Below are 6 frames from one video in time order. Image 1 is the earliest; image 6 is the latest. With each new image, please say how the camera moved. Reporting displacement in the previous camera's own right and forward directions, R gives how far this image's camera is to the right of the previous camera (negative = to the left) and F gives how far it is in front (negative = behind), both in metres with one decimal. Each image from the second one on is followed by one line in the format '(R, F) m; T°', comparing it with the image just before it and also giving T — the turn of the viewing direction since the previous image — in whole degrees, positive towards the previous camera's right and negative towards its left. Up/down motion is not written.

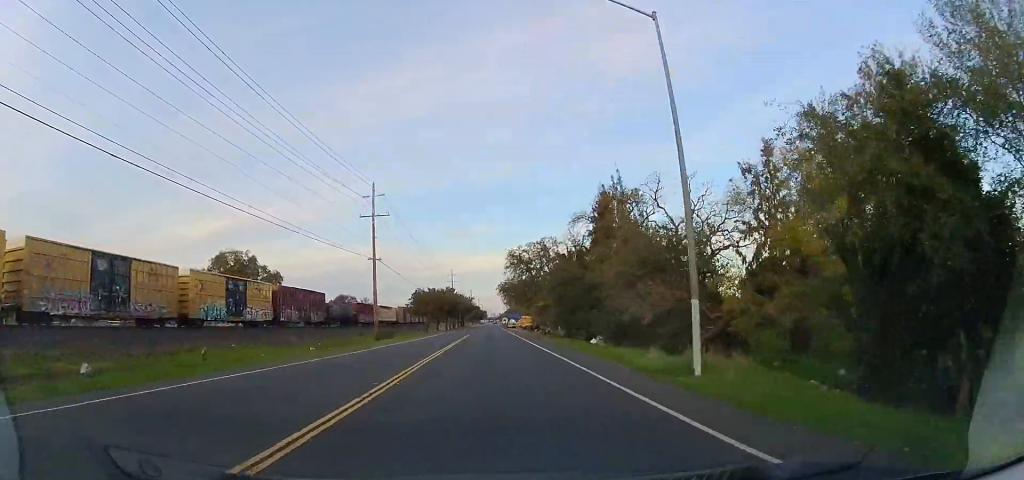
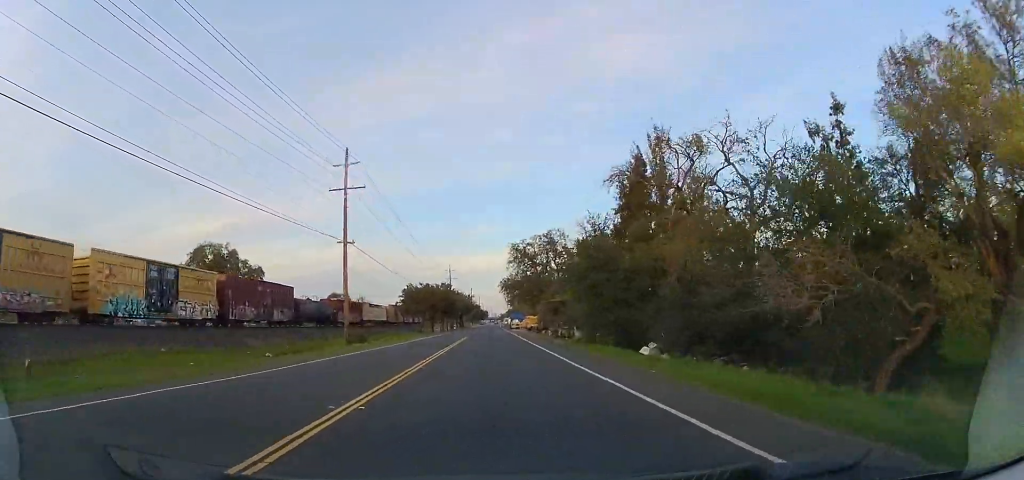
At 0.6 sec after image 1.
(-0.2, +10.4) m; -1°
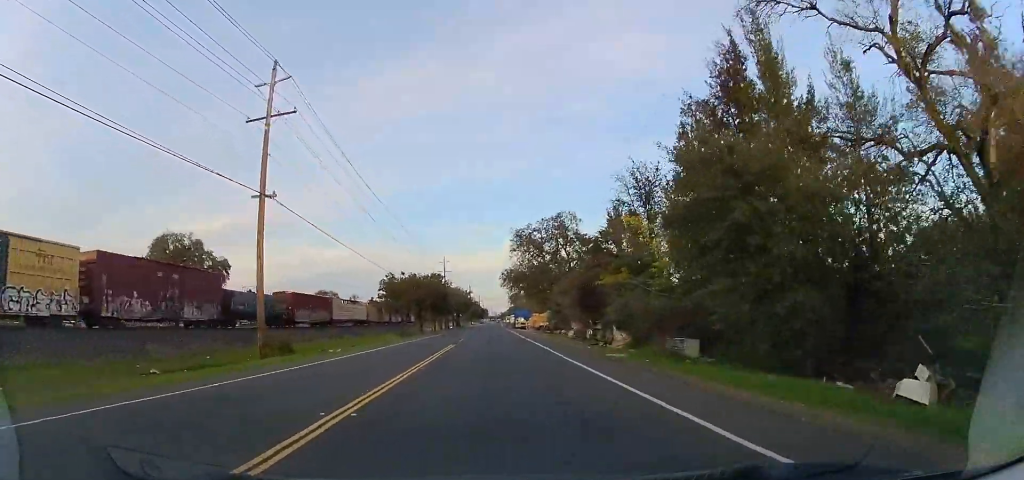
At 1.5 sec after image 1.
(0.0, +15.0) m; +1°
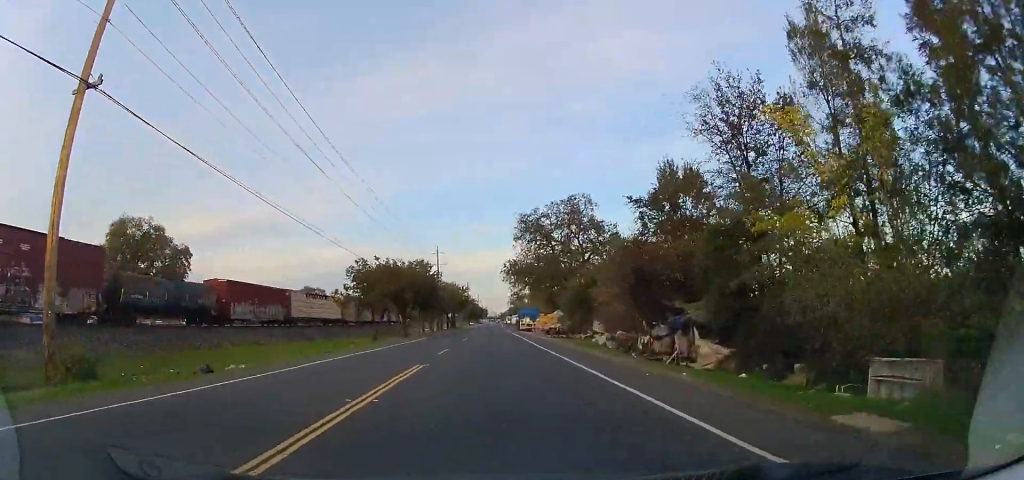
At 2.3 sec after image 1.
(+0.2, +13.5) m; 0°
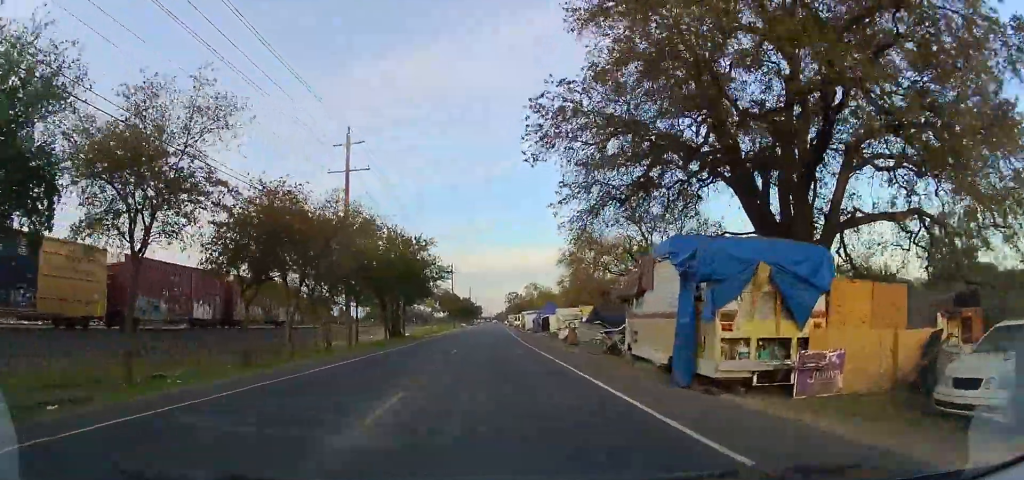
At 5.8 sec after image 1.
(-0.1, +59.2) m; +1°
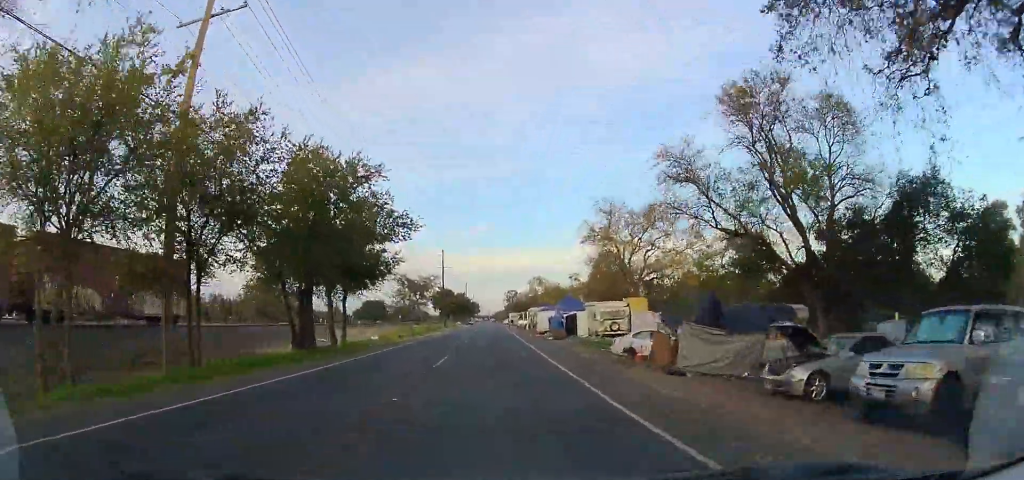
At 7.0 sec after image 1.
(-0.1, +19.8) m; -1°
